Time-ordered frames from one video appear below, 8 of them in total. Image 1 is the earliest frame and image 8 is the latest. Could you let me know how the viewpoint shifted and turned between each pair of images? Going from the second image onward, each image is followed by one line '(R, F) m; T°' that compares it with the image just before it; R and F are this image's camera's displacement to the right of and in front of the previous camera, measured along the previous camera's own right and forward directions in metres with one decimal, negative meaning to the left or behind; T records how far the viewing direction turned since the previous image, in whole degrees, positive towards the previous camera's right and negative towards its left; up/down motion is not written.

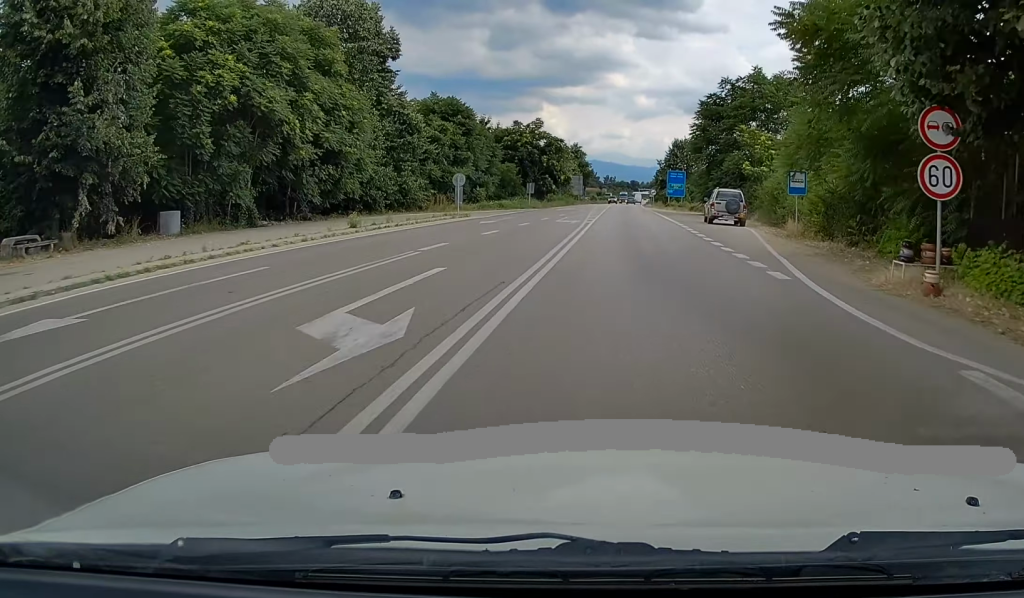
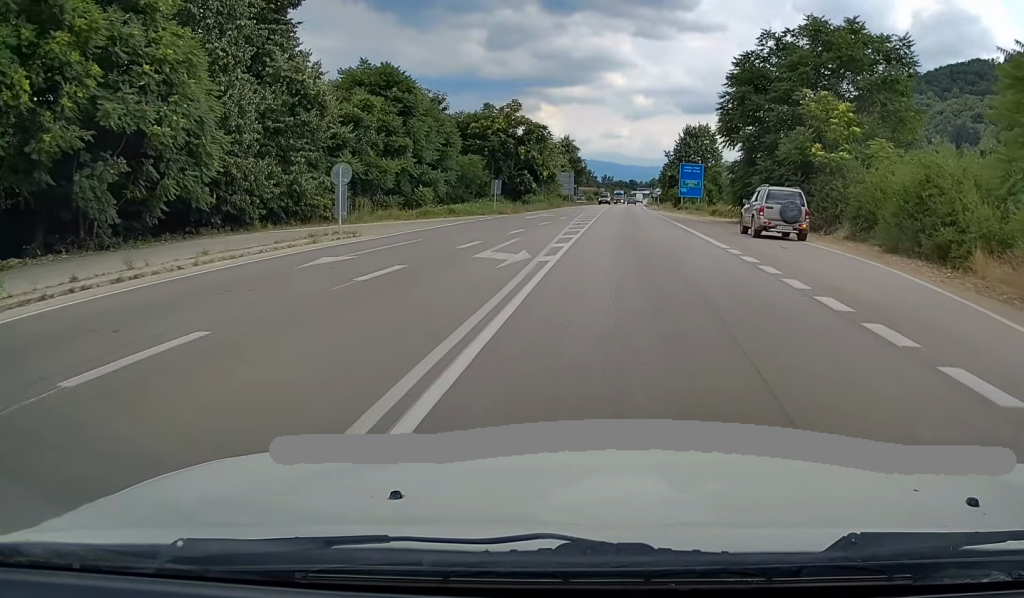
(-0.1, +17.4) m; 0°
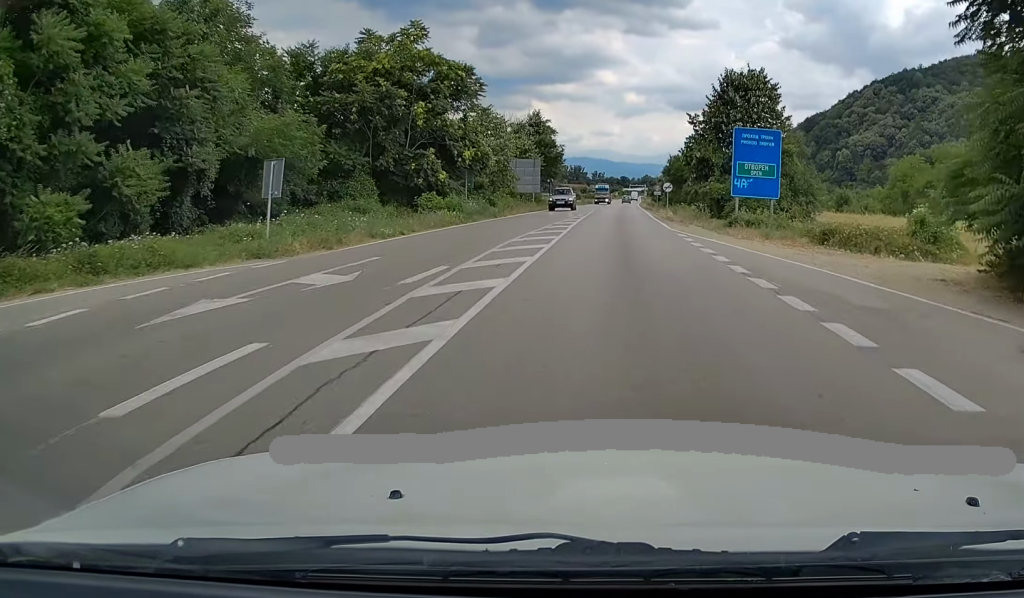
(+0.2, +30.7) m; +1°
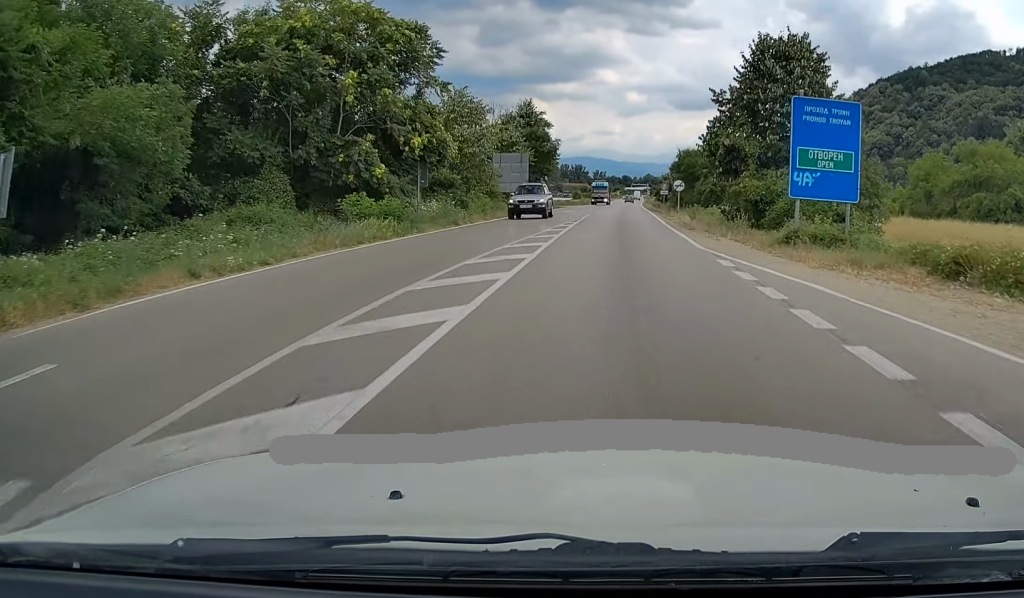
(0.0, +9.2) m; 0°
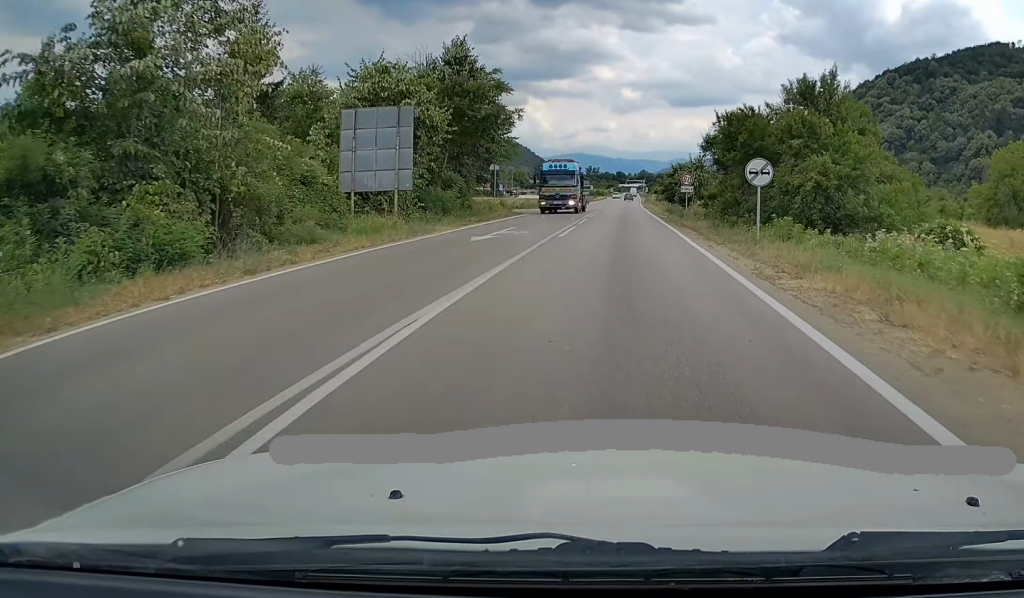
(0.0, +29.0) m; 0°
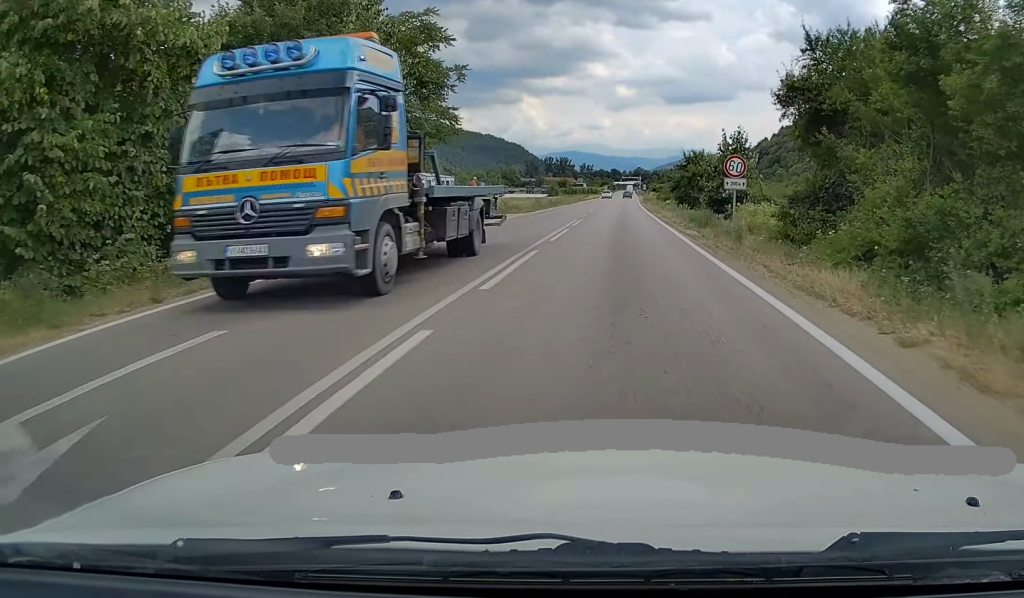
(-0.1, +19.2) m; +1°
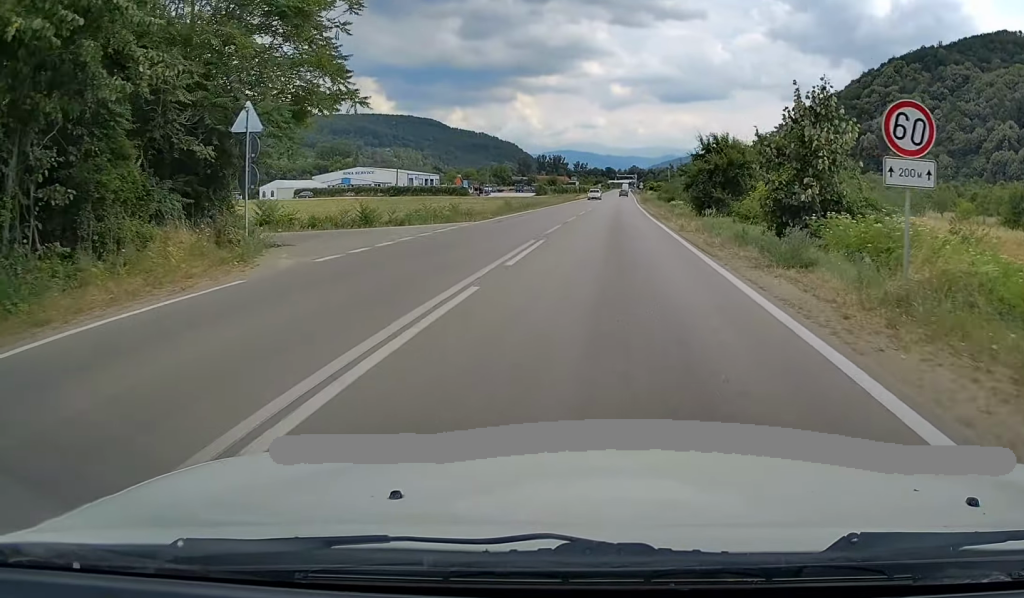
(+0.3, +14.7) m; 0°
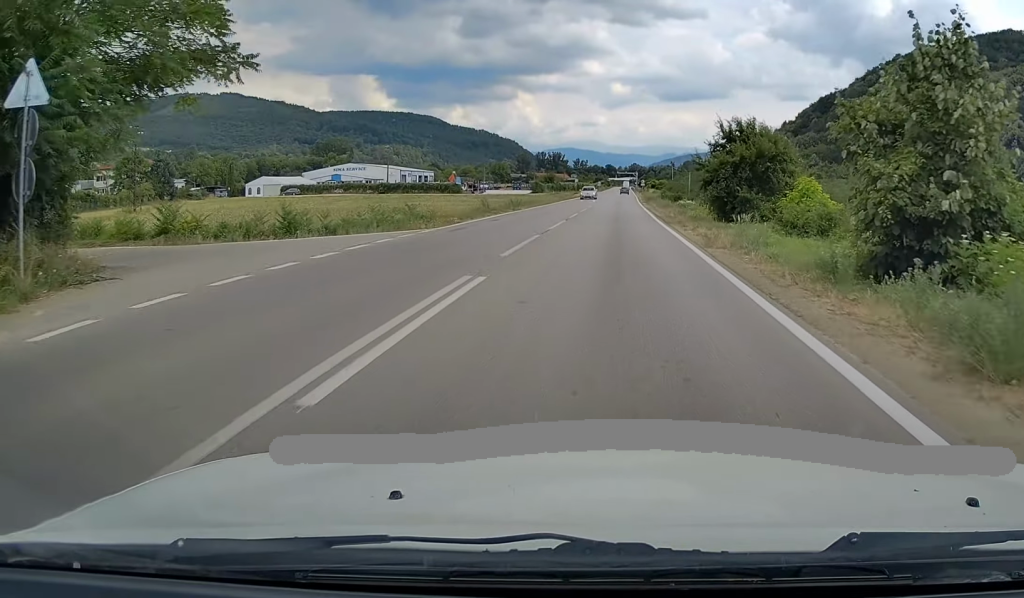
(0.0, +7.9) m; 0°
